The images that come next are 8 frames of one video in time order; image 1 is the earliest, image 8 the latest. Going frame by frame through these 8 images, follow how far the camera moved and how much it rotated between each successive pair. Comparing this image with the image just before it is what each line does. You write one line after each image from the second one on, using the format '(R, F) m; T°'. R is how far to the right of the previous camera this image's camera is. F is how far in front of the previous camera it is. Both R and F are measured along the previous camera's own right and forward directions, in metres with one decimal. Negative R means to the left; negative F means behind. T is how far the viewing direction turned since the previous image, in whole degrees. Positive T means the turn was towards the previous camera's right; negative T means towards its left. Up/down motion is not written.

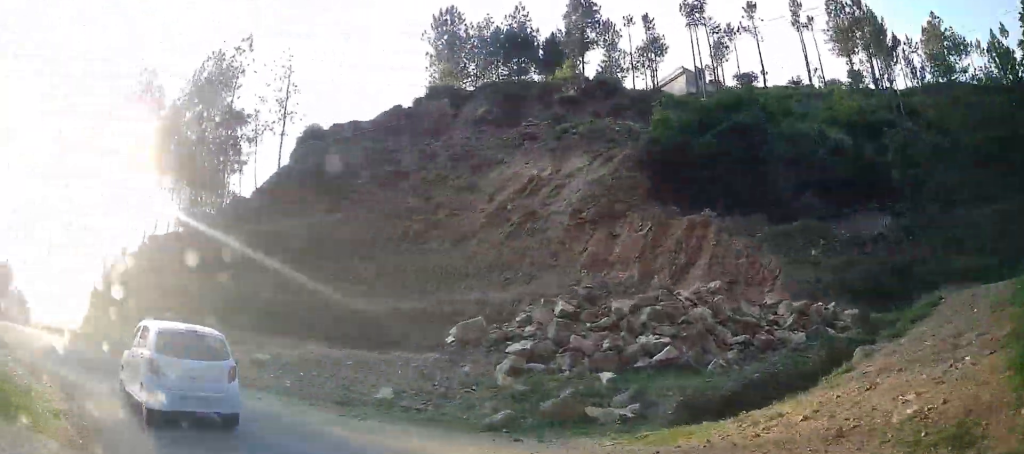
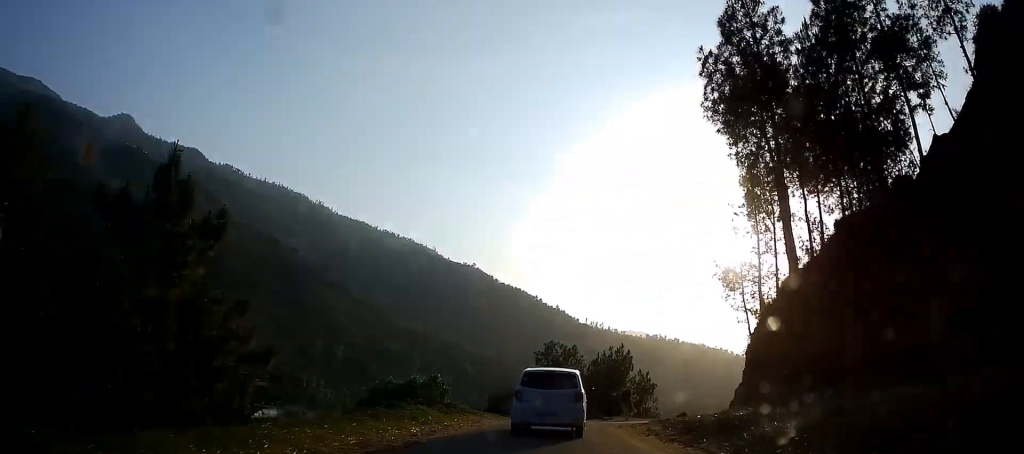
(-14.2, +14.5) m; -68°
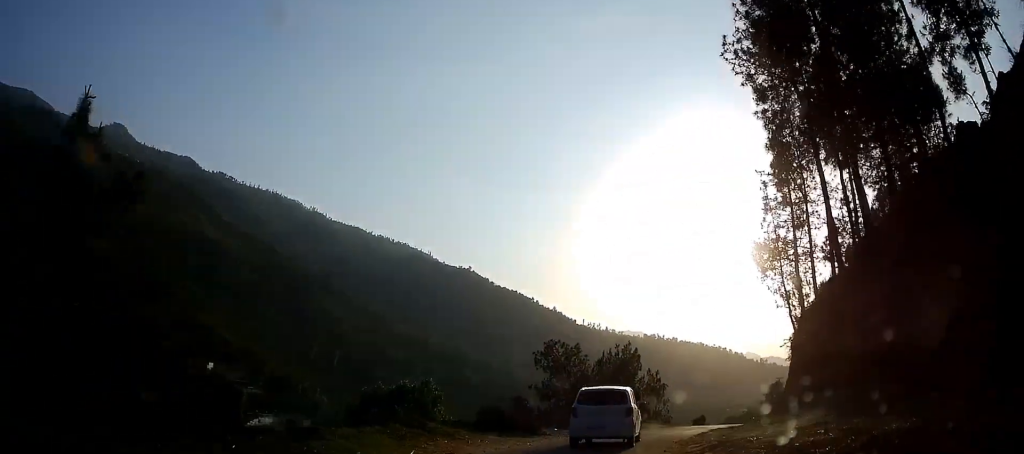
(-0.3, +4.9) m; -2°
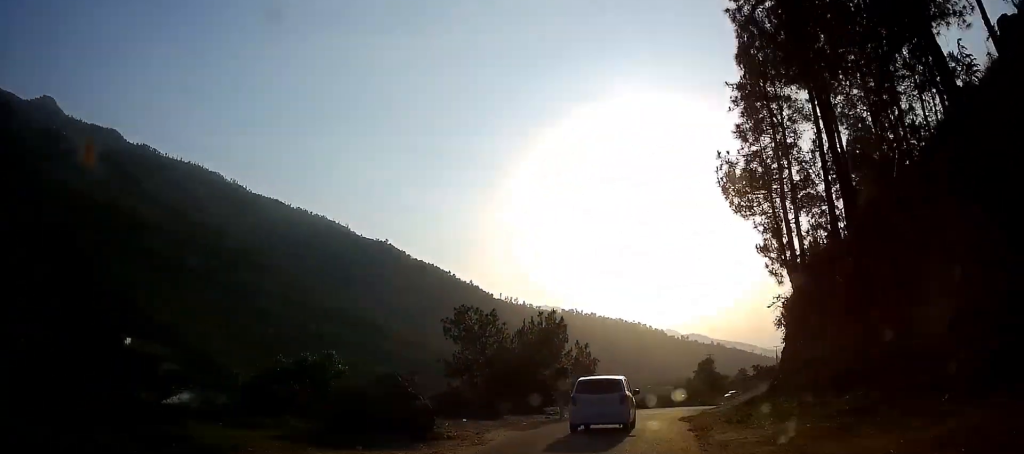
(+0.1, +7.3) m; +4°
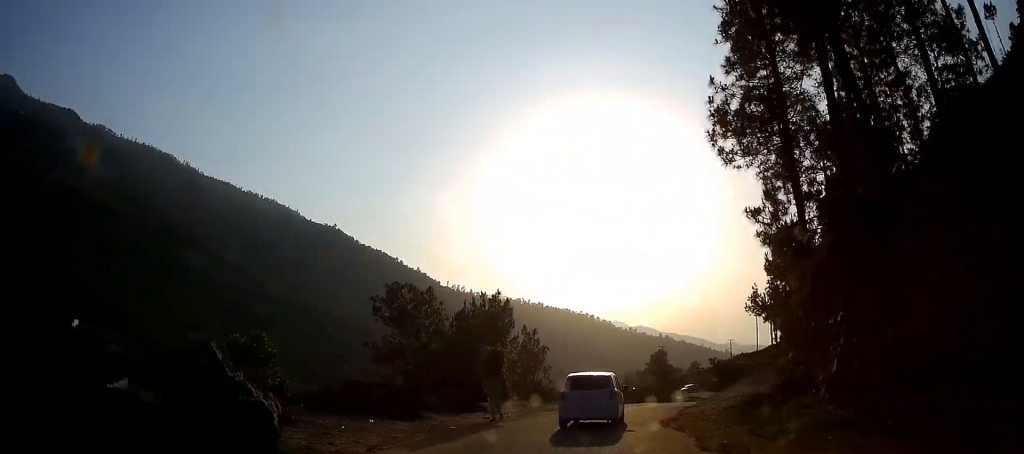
(+0.2, +4.9) m; +4°
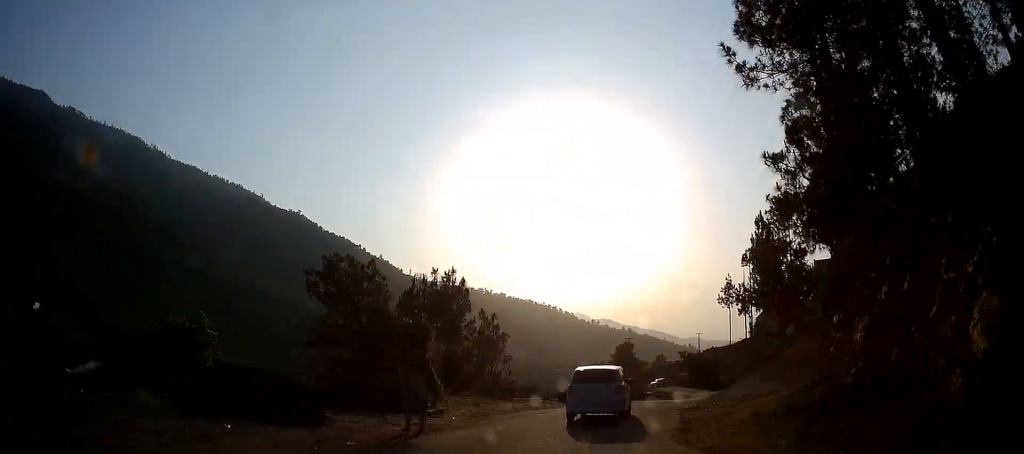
(-0.1, +5.0) m; +4°
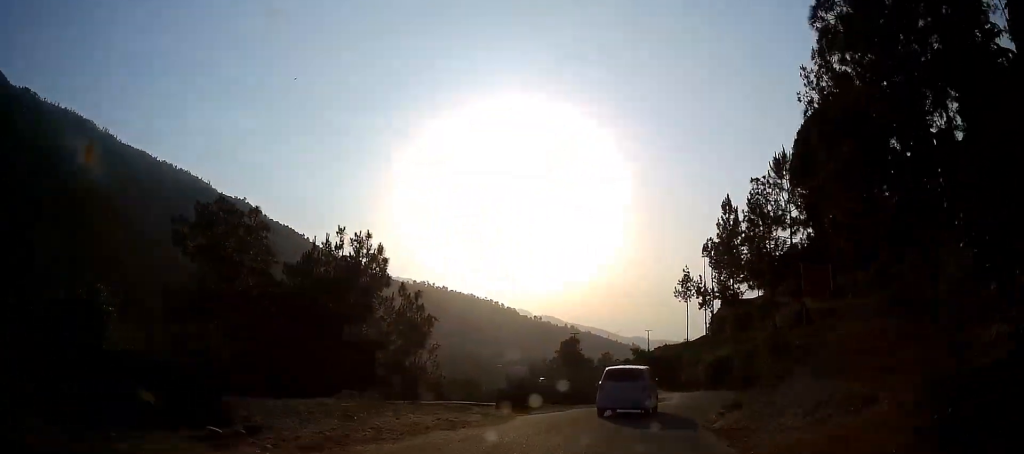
(+0.8, +8.7) m; +9°
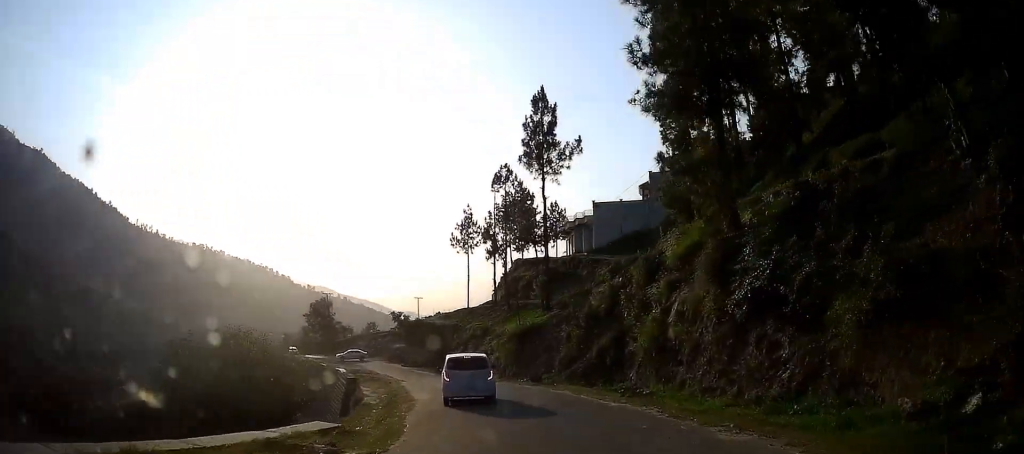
(+4.7, +24.5) m; +16°
